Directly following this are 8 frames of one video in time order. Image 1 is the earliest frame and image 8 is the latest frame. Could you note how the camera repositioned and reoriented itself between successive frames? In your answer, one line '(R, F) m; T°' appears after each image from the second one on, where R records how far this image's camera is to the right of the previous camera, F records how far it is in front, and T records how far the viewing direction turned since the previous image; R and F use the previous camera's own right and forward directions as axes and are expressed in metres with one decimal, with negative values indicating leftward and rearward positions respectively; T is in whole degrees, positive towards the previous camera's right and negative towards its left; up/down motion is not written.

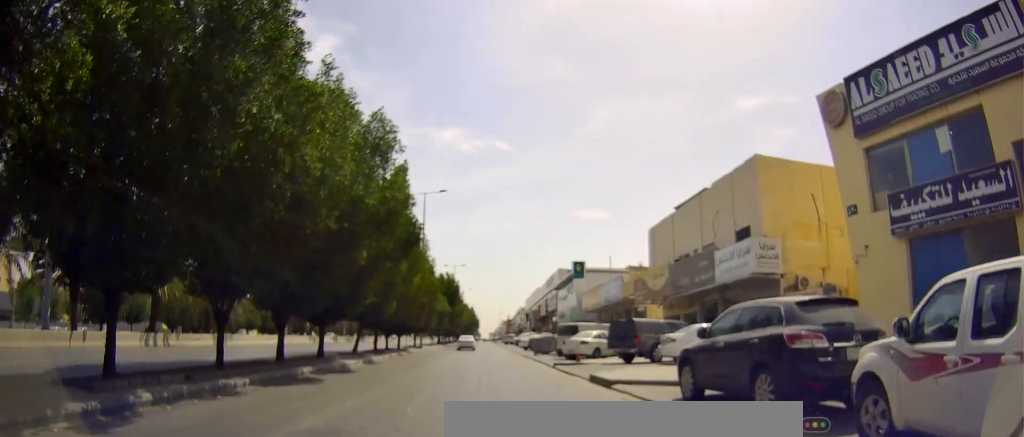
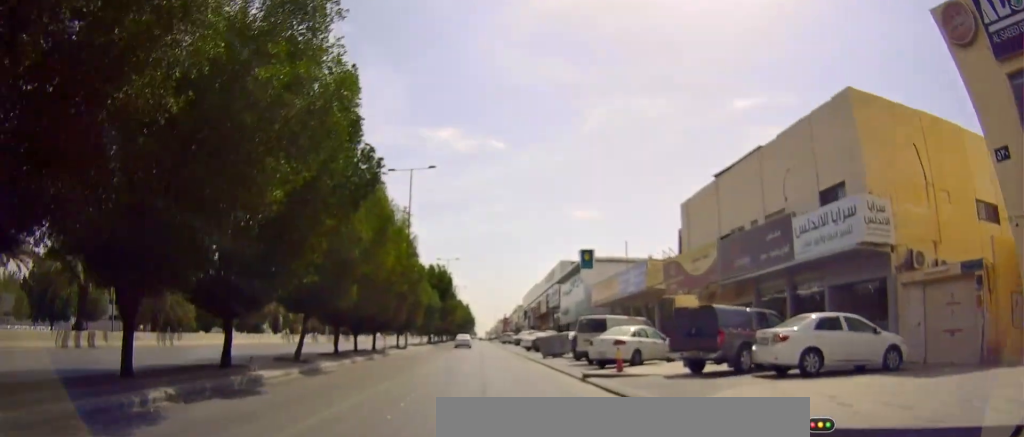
(-0.3, +8.5) m; -3°
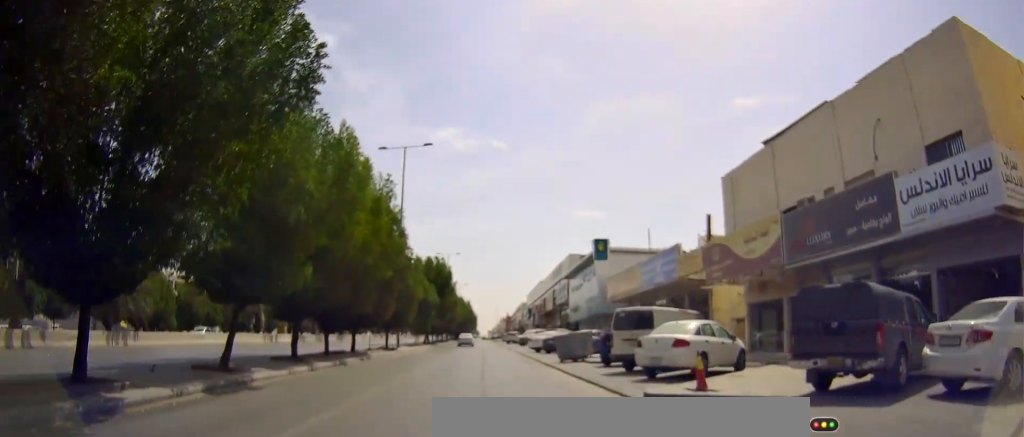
(-0.2, +6.3) m; 0°
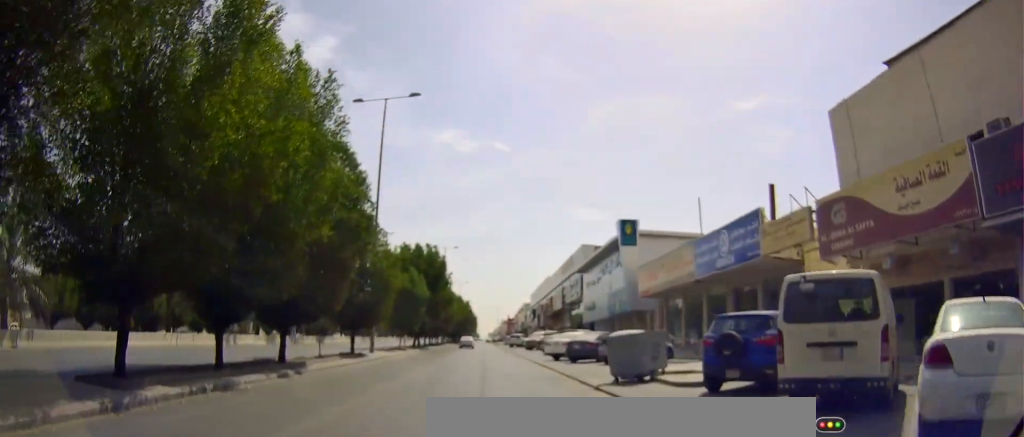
(+0.3, +10.7) m; +2°
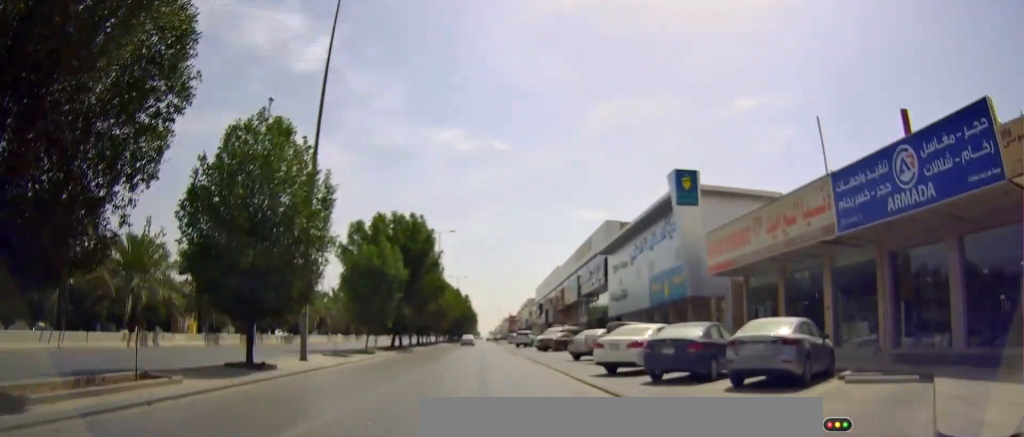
(-0.1, +13.7) m; -3°
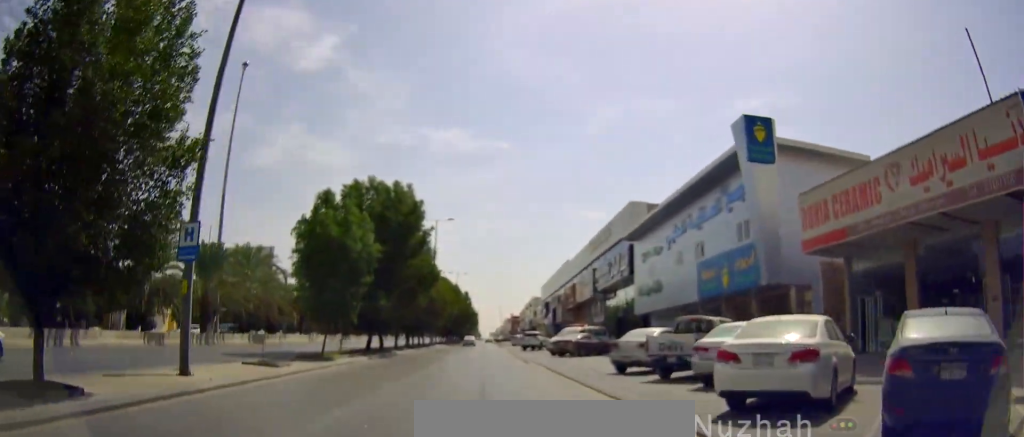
(-0.3, +9.6) m; +2°
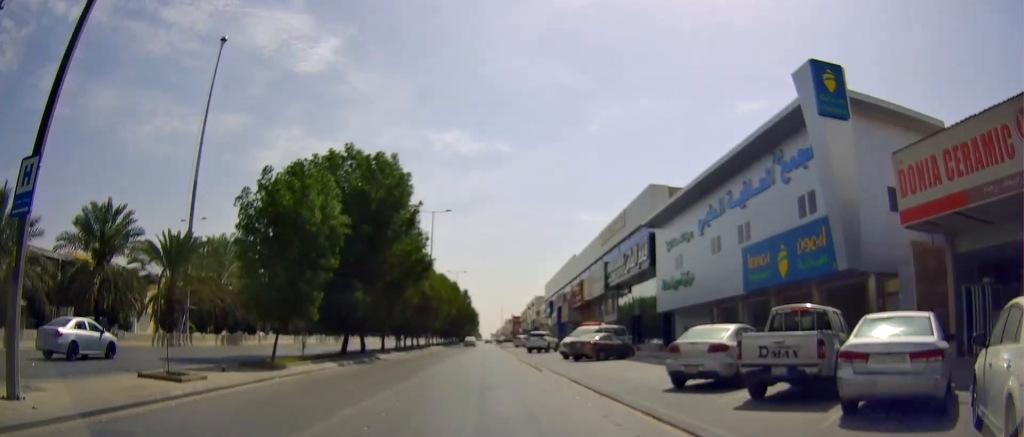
(+0.2, +6.1) m; +1°
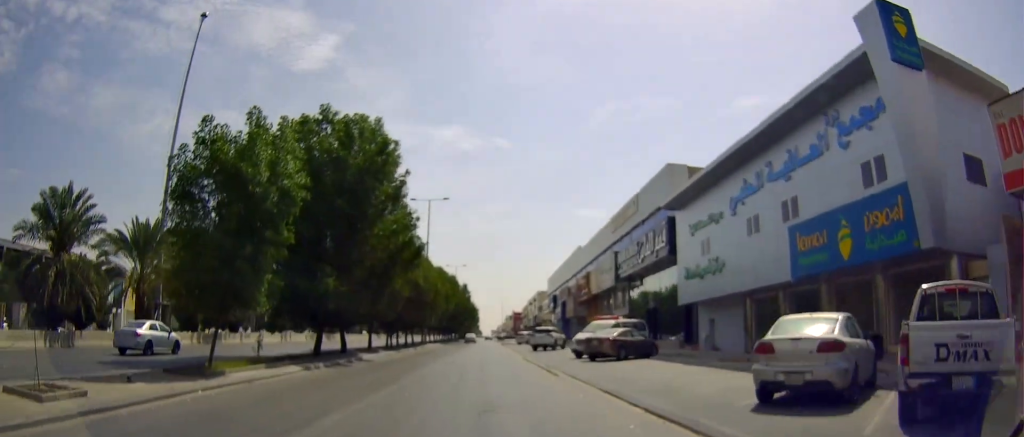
(+0.3, +4.7) m; +1°
